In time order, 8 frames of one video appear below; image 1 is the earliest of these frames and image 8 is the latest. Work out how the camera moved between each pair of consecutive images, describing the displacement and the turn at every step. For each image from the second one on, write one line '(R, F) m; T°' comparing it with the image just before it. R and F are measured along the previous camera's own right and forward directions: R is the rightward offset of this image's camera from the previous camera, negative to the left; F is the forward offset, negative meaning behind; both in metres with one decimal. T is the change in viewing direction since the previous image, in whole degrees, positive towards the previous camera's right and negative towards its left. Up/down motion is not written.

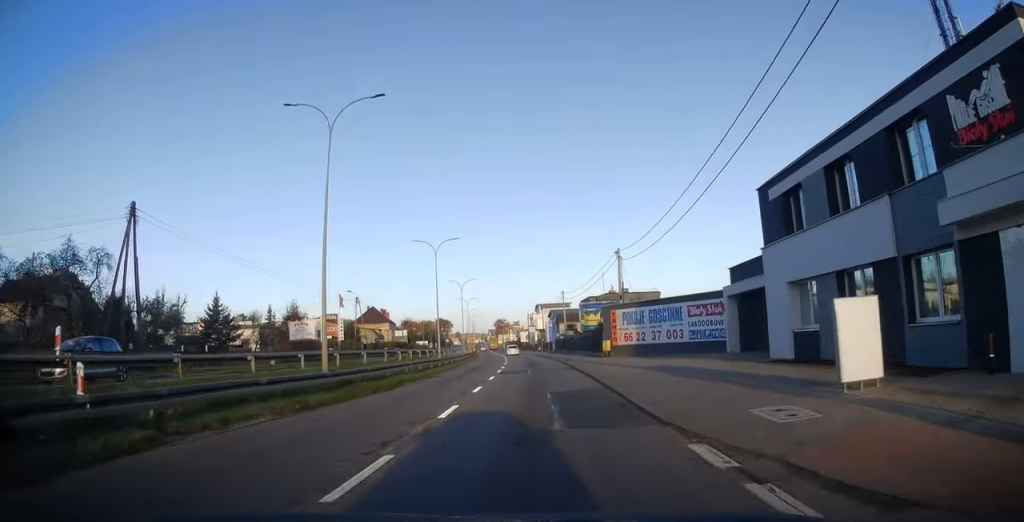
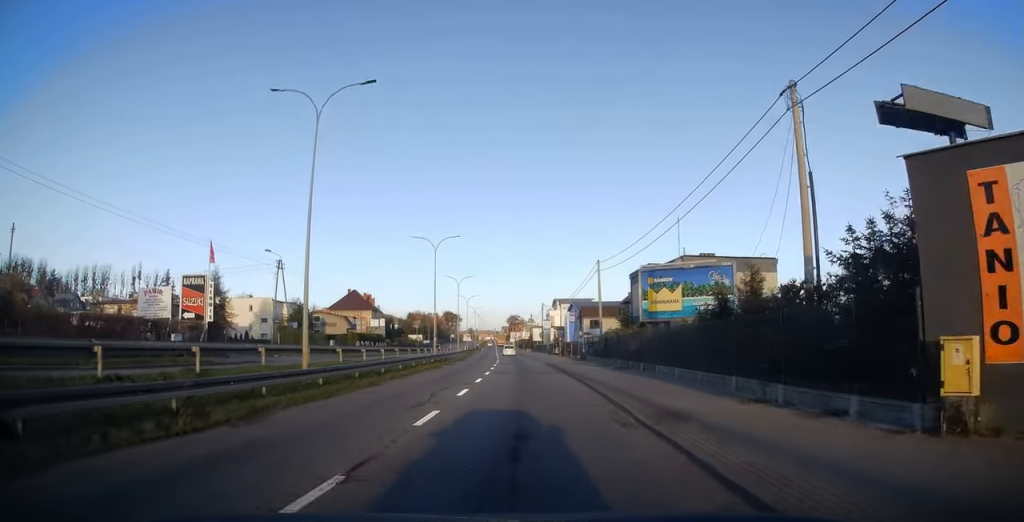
(-0.4, +31.2) m; -1°
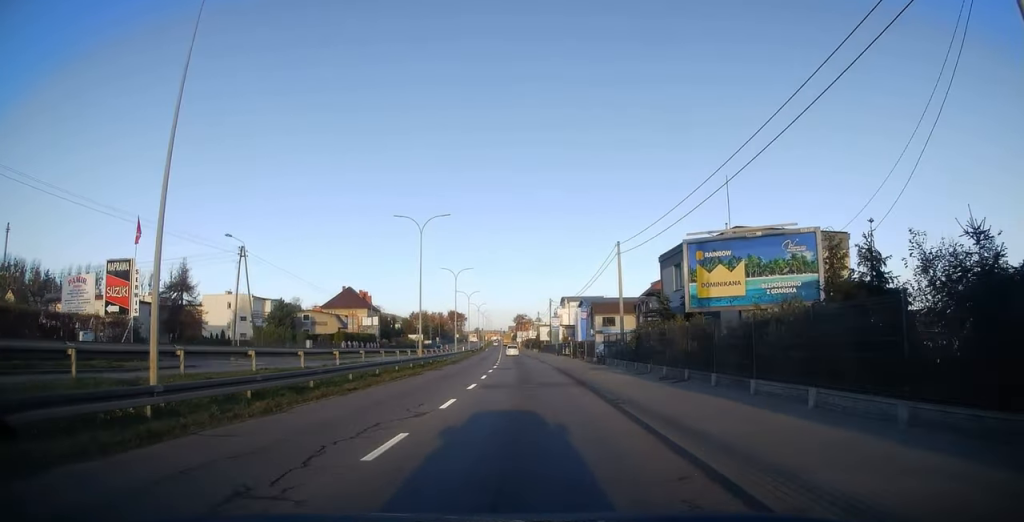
(+0.2, +8.9) m; 0°
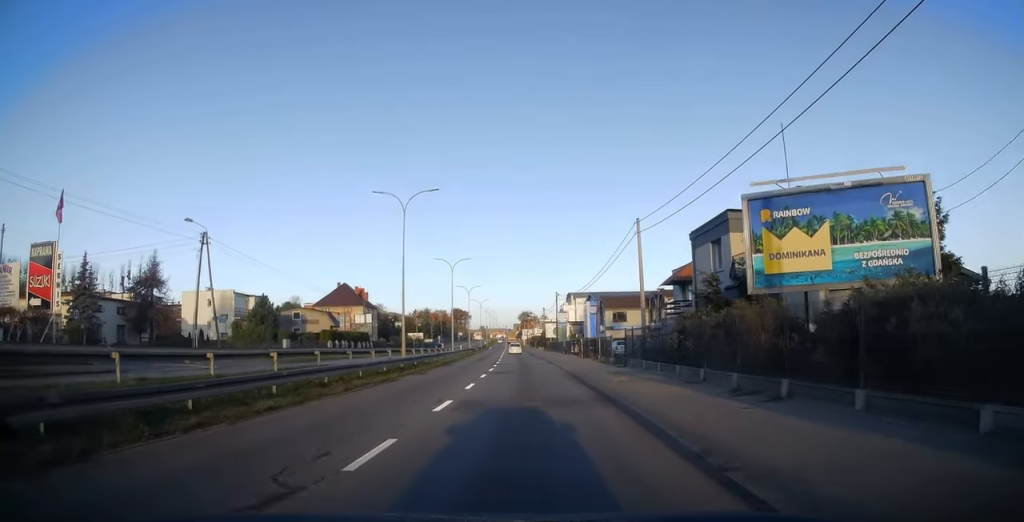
(-0.1, +6.7) m; -1°
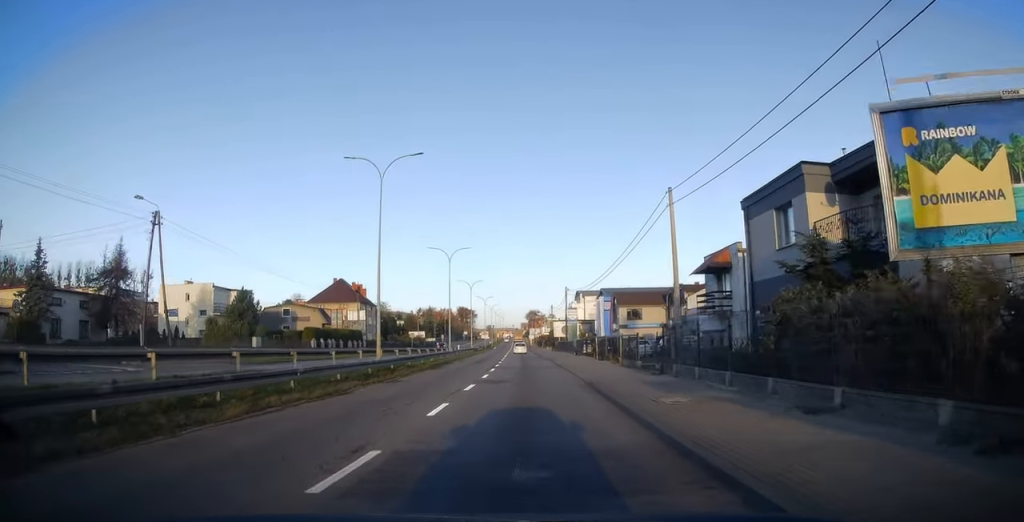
(-0.1, +7.0) m; -1°
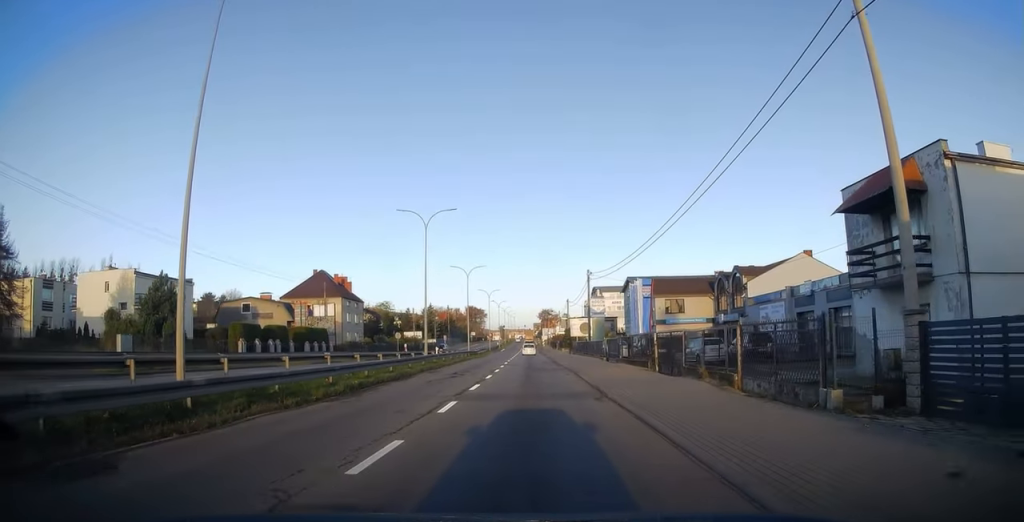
(-0.3, +17.3) m; -1°
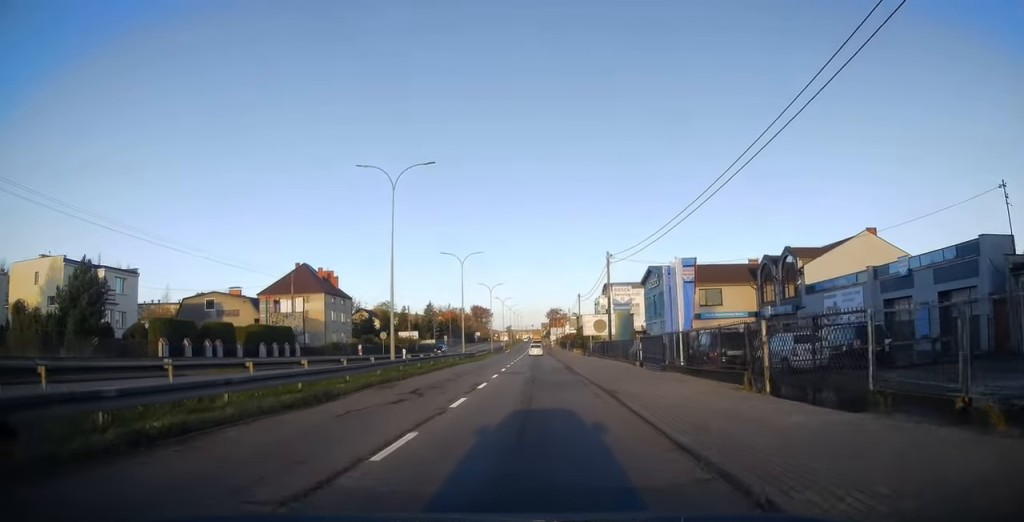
(0.0, +10.9) m; -1°
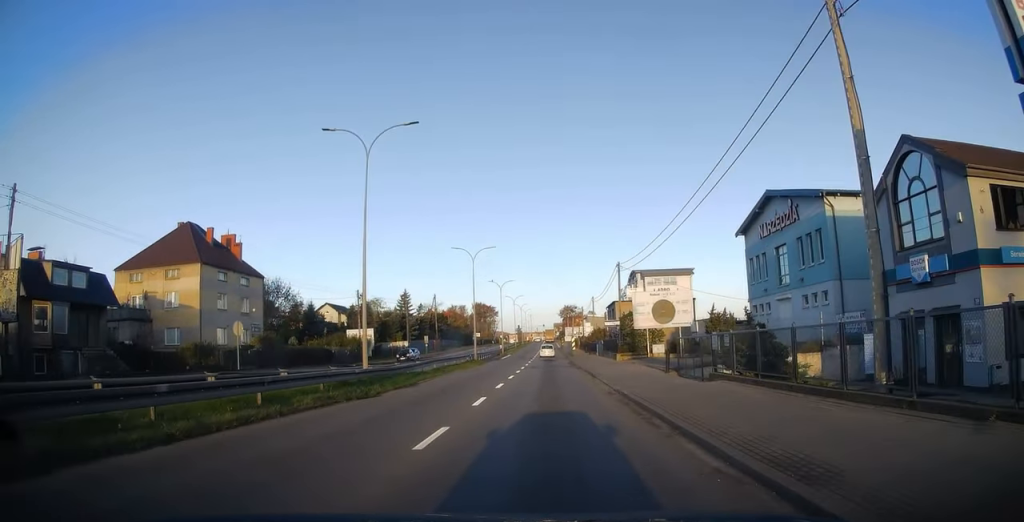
(-0.9, +35.2) m; -2°
